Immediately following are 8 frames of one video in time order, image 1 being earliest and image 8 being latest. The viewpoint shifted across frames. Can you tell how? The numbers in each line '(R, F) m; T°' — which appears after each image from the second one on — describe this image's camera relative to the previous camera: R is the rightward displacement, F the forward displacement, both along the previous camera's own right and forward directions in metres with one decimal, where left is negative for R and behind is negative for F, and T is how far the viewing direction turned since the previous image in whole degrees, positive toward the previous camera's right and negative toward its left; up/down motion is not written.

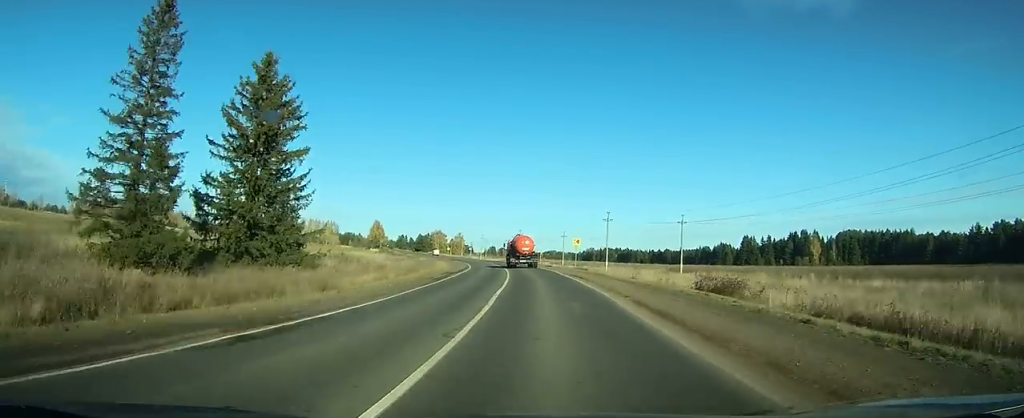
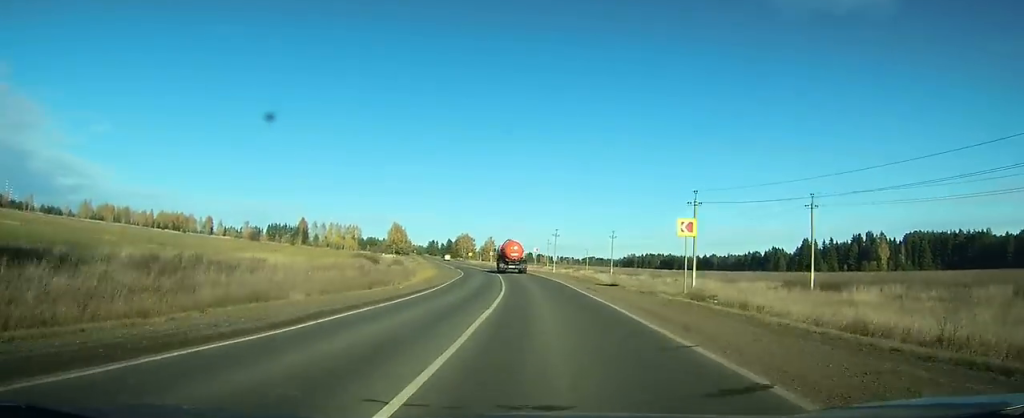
(-0.8, +36.6) m; -3°
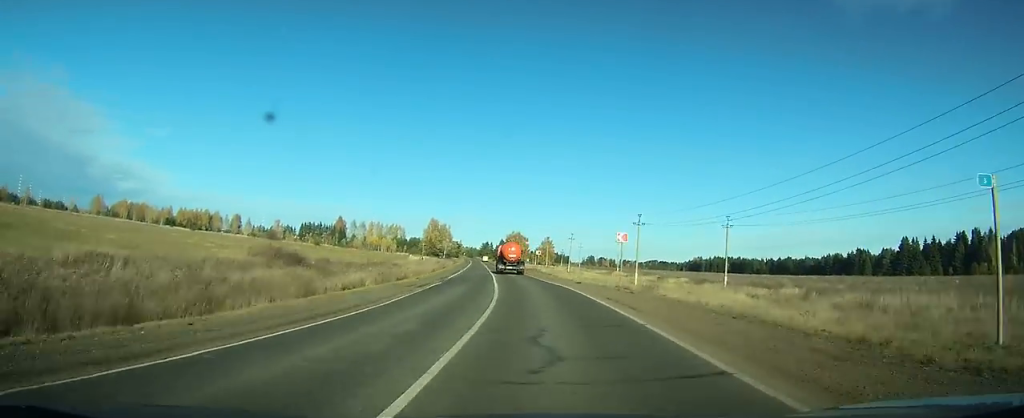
(-1.6, +44.7) m; -5°
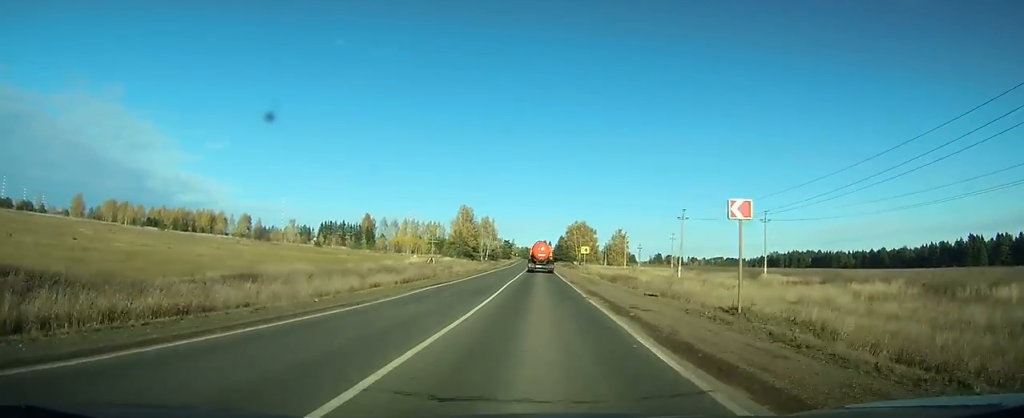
(-4.3, +65.2) m; -6°
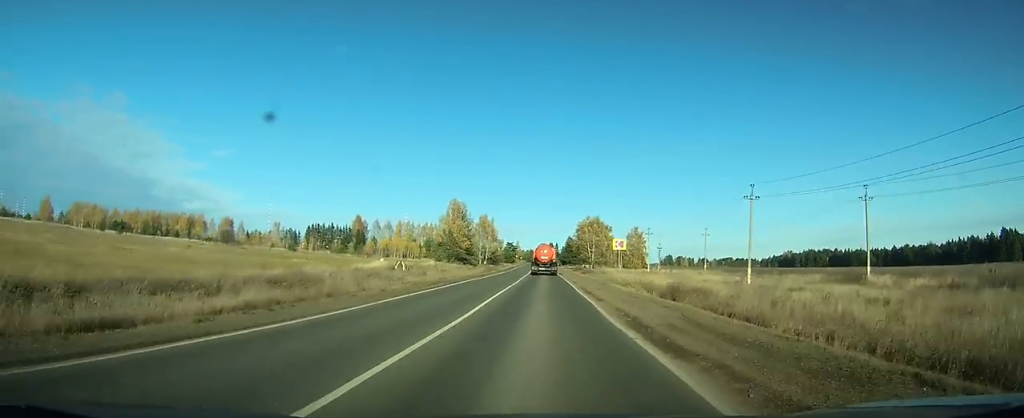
(-0.3, +26.4) m; -2°
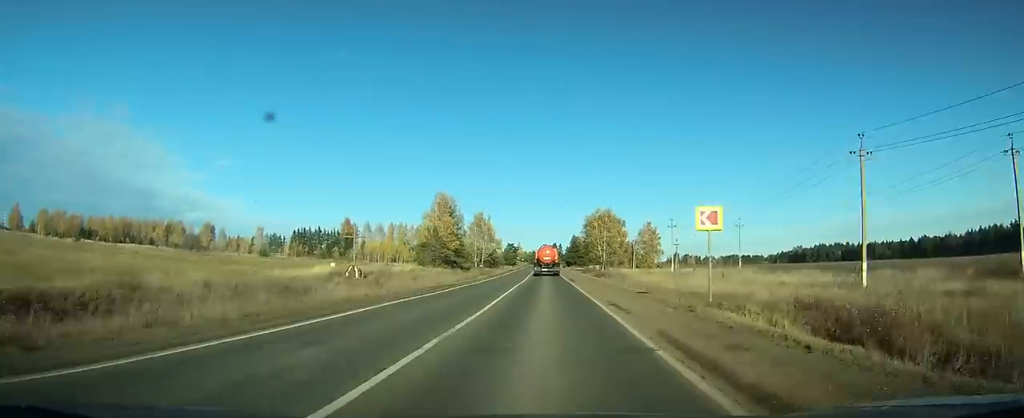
(-0.5, +21.0) m; -1°
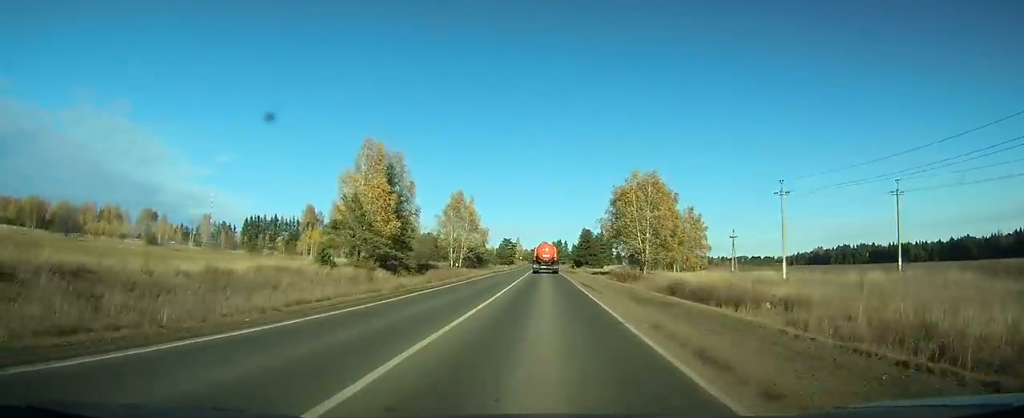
(-0.6, +49.3) m; -1°
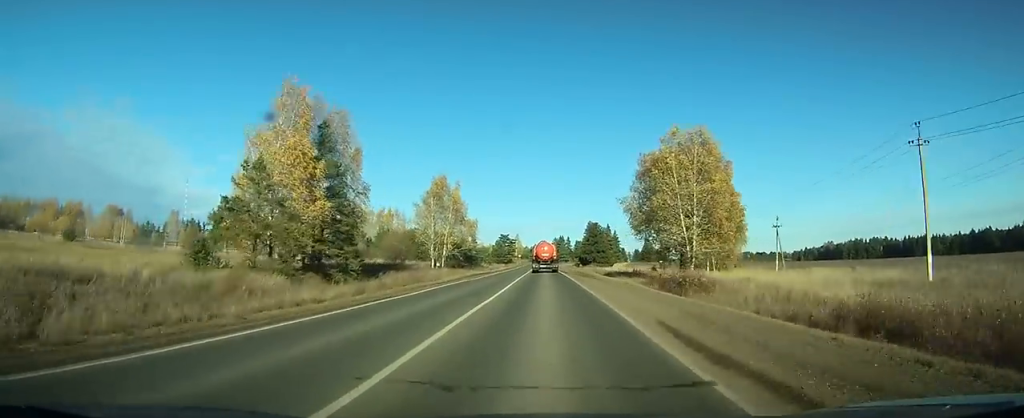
(-0.1, +22.7) m; 0°
